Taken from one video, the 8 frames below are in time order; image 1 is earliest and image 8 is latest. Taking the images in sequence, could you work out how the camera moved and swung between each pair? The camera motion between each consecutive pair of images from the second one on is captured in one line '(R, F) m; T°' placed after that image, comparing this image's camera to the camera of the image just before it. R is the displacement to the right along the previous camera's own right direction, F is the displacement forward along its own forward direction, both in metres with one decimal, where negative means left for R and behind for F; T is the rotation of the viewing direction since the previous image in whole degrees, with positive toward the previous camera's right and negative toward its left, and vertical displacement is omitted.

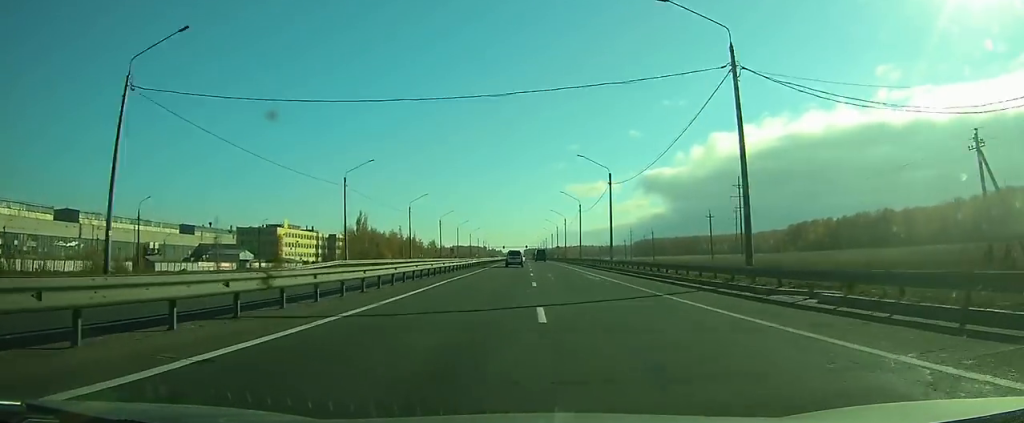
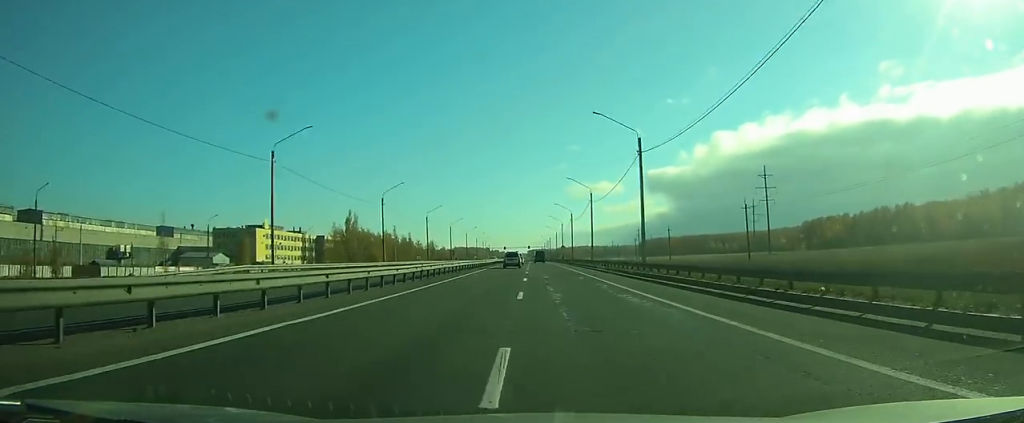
(0.0, +18.7) m; 0°
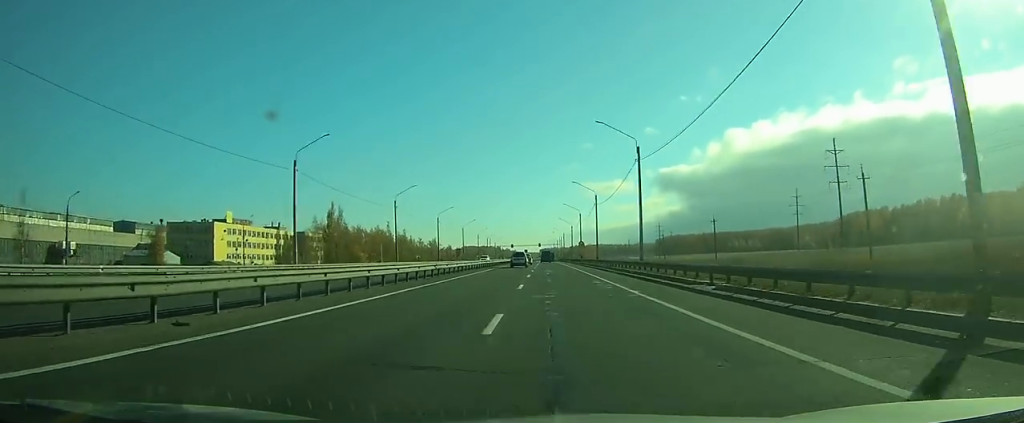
(+0.1, +35.0) m; 0°
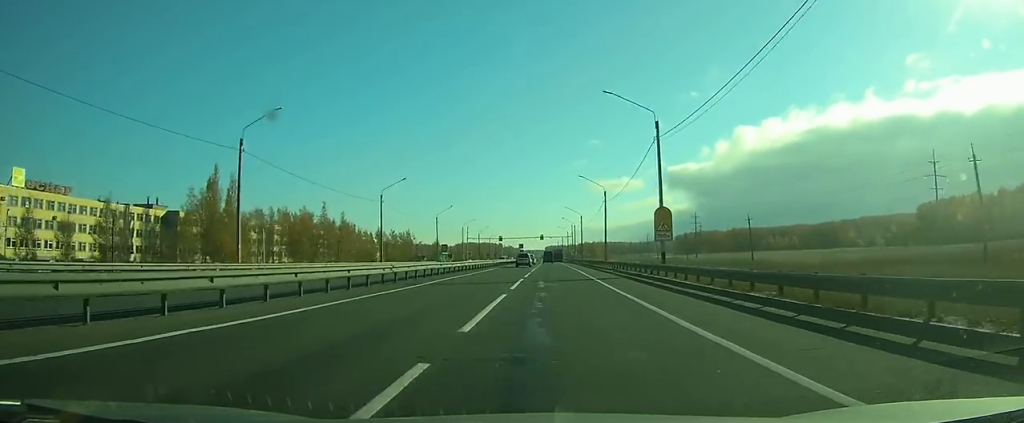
(-1.1, +80.7) m; -1°
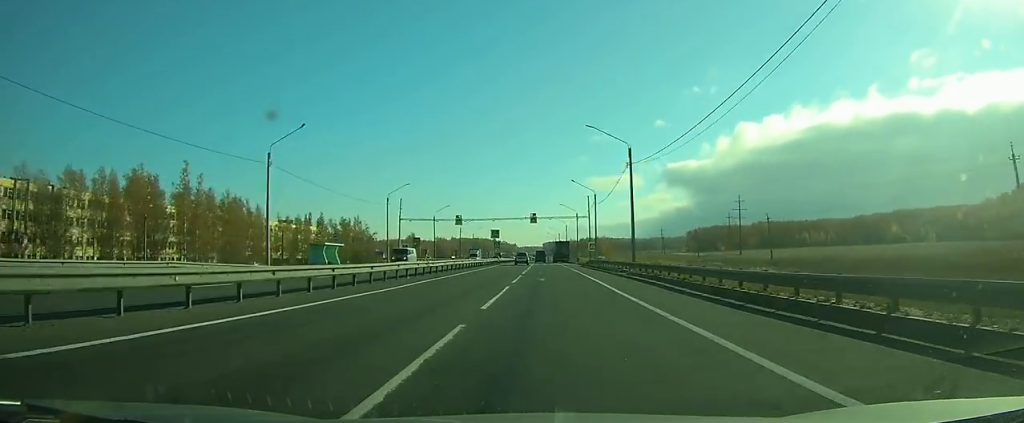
(+0.2, +67.6) m; 0°
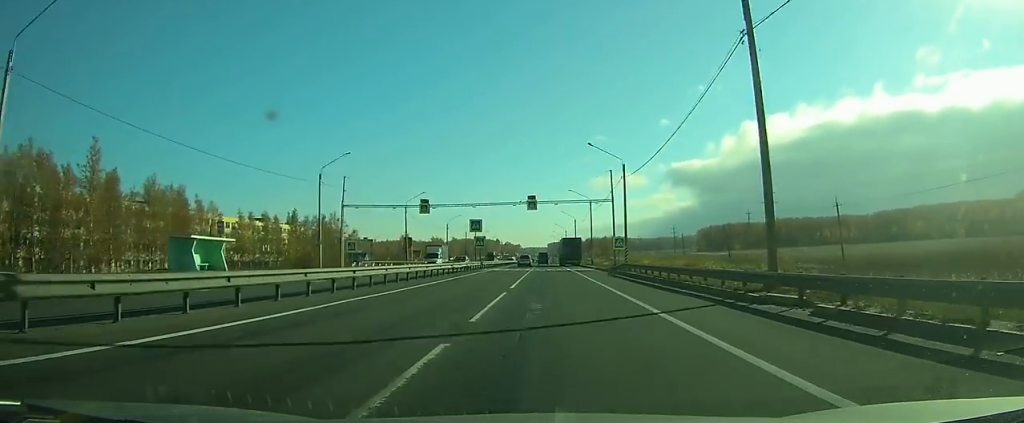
(0.0, +26.2) m; 0°
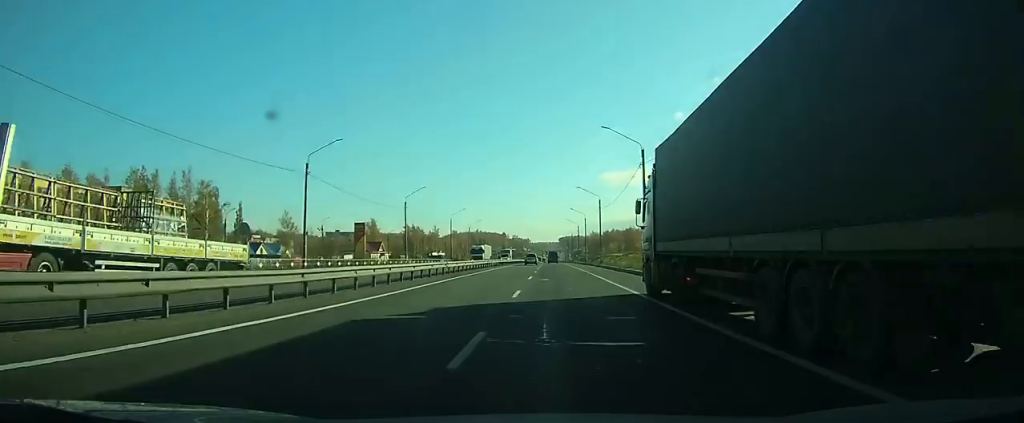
(-0.6, +77.7) m; -1°
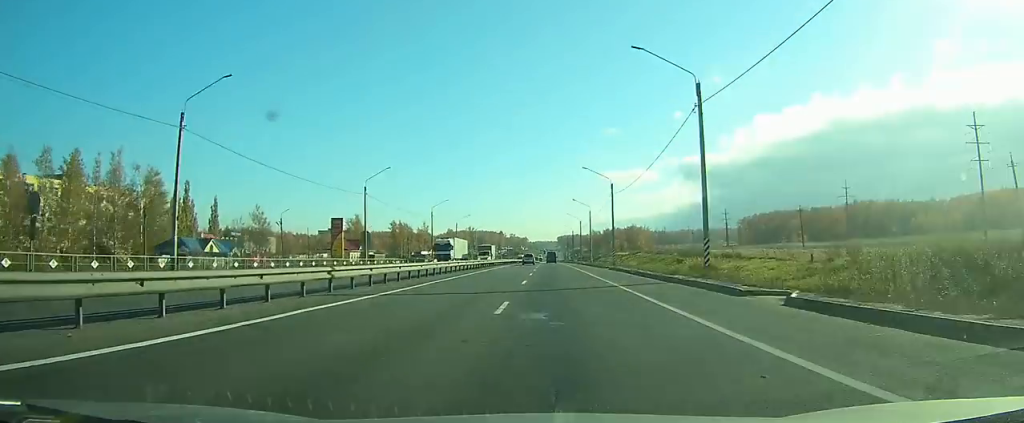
(-0.1, +18.6) m; 0°
